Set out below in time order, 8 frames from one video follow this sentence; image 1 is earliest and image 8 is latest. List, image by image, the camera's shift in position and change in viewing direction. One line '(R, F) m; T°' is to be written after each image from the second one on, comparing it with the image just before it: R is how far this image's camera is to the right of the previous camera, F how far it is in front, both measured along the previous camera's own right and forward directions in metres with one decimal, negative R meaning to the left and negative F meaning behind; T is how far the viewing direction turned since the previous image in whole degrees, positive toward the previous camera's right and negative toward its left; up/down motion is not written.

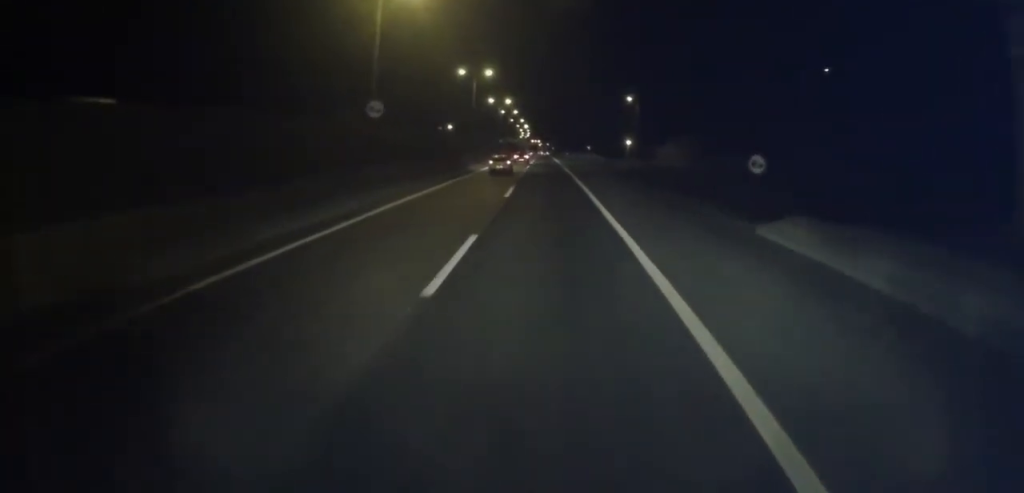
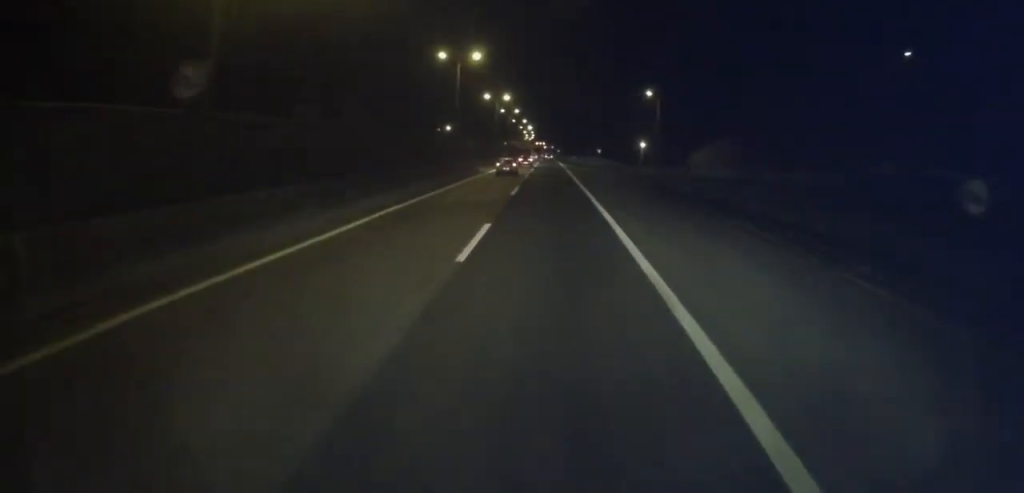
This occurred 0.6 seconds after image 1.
(+0.1, +13.1) m; +1°
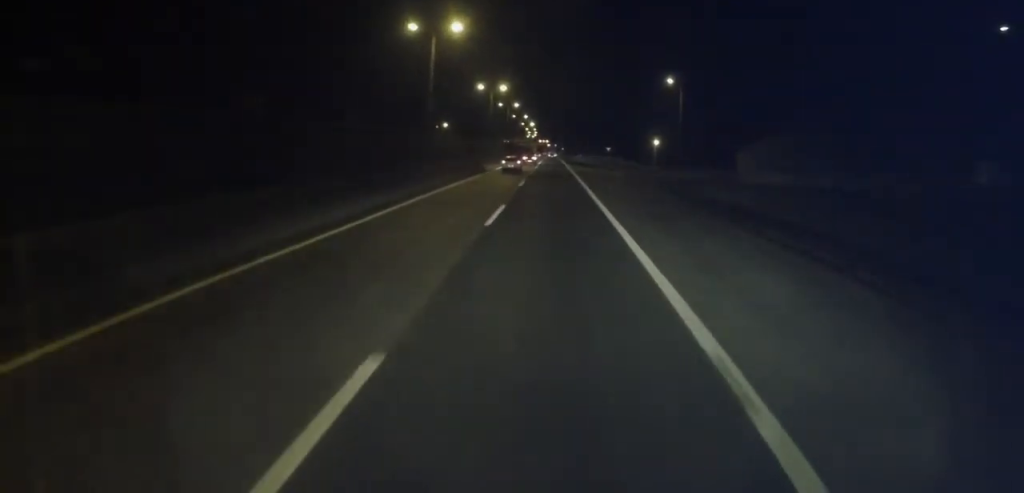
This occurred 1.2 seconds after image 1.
(+0.1, +11.3) m; +1°
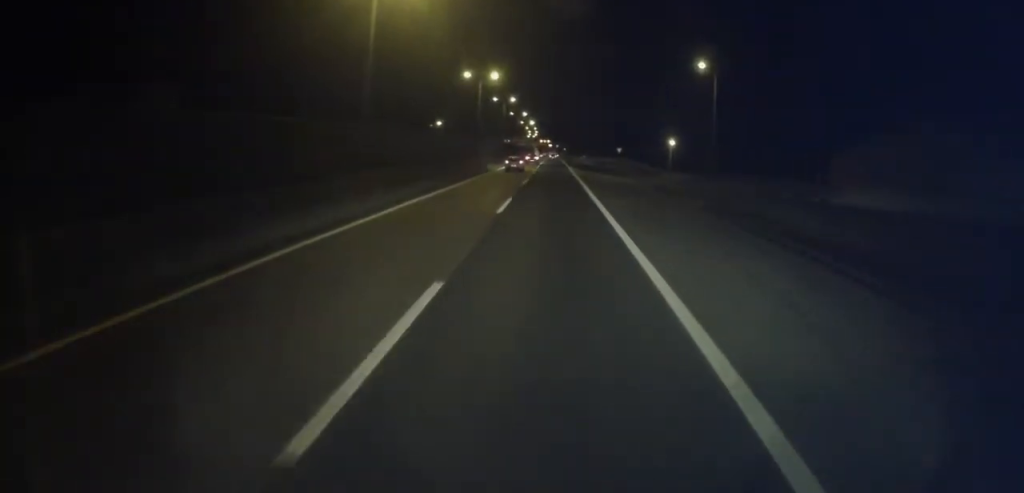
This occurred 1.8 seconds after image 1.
(+0.1, +12.9) m; 0°
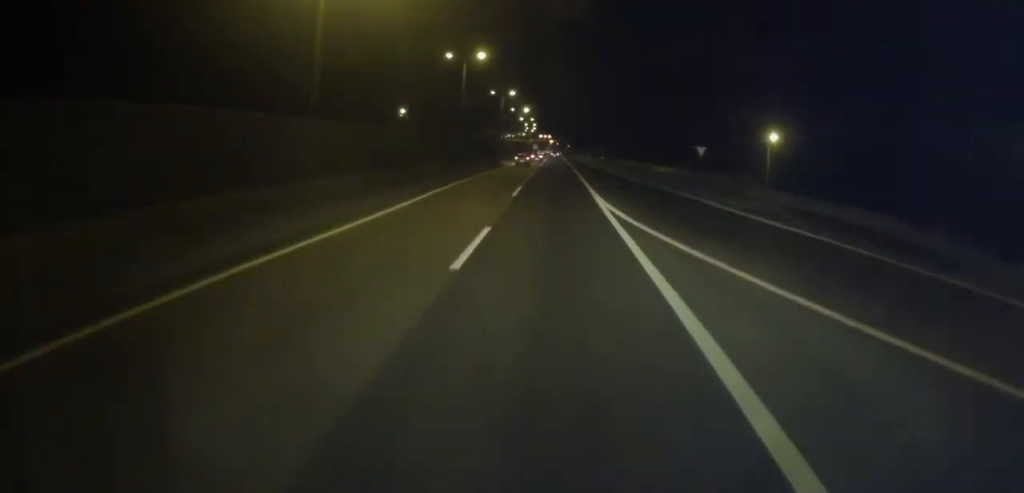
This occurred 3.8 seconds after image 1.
(0.0, +44.8) m; 0°
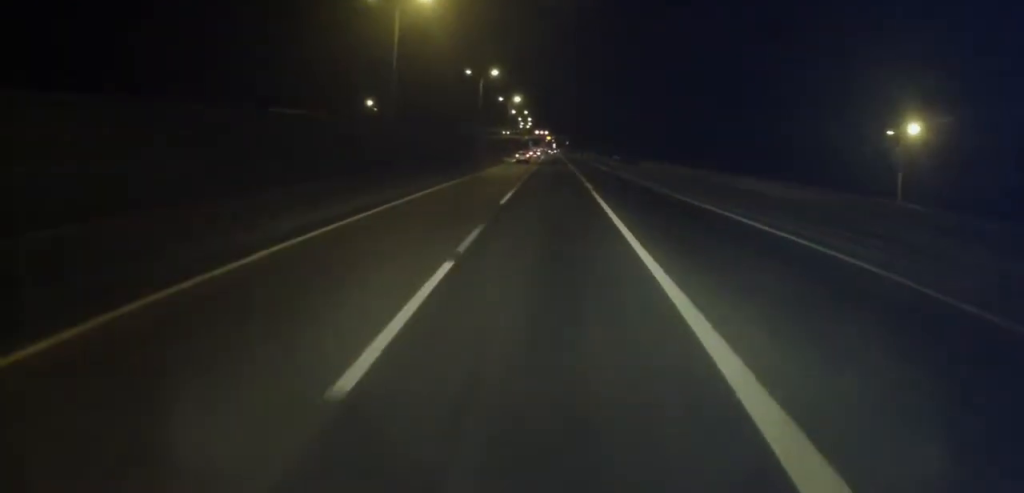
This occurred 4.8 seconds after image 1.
(+0.2, +22.8) m; 0°
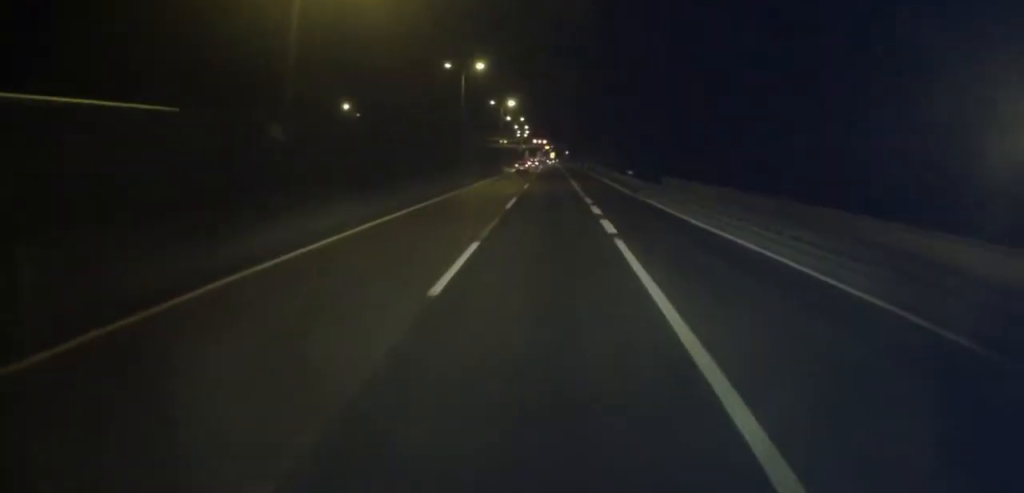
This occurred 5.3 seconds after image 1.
(-0.3, +13.0) m; 0°
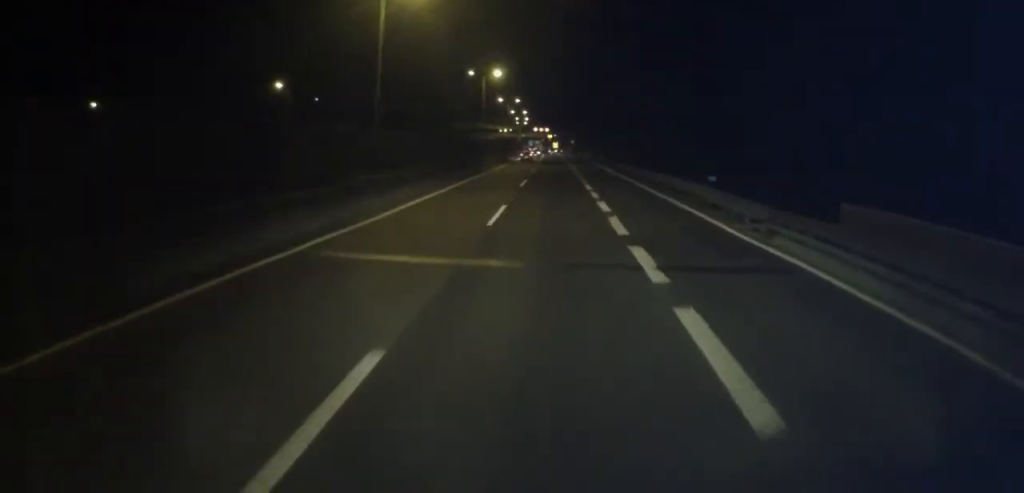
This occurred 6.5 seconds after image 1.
(+0.4, +26.9) m; +2°
